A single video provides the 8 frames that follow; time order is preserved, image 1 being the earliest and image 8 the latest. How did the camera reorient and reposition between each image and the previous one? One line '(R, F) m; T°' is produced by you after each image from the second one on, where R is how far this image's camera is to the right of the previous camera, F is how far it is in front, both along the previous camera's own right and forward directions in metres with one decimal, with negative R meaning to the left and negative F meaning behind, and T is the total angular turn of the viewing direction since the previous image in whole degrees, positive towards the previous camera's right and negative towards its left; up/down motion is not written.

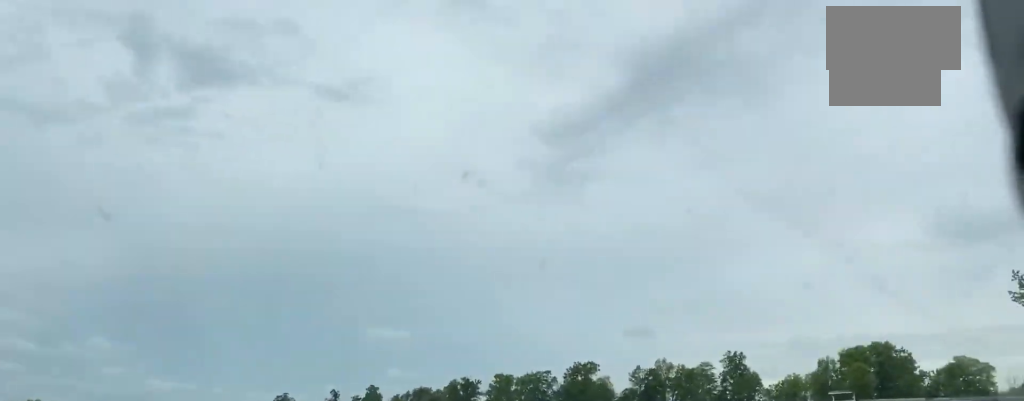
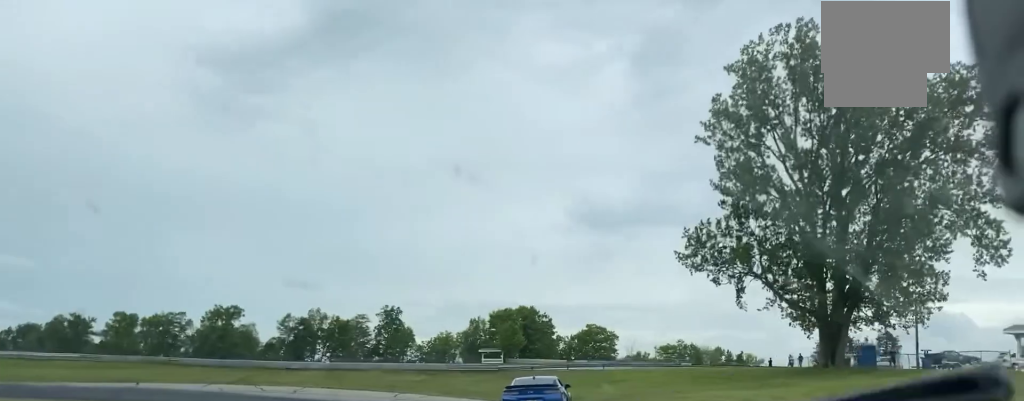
(+4.1, +17.8) m; +21°
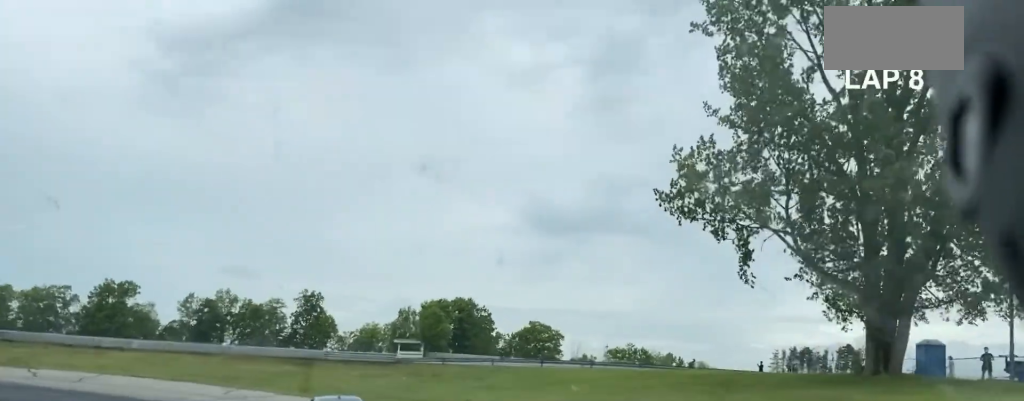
(+3.6, +24.2) m; +3°
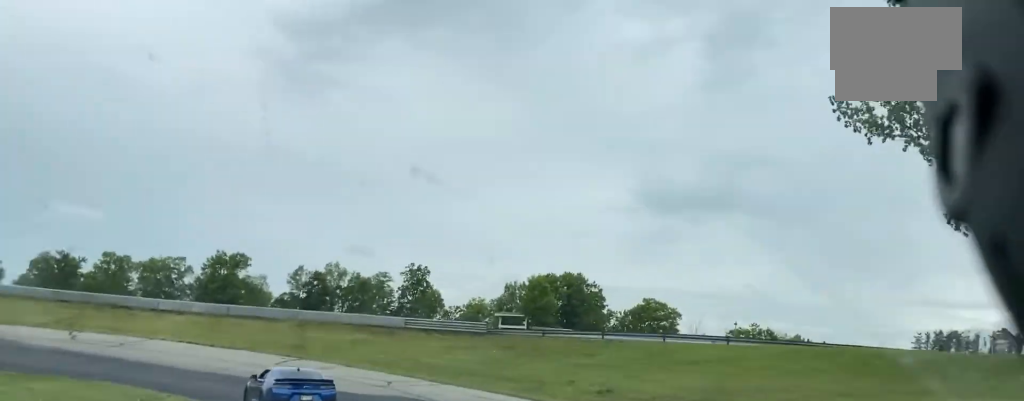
(+0.1, +11.2) m; -8°
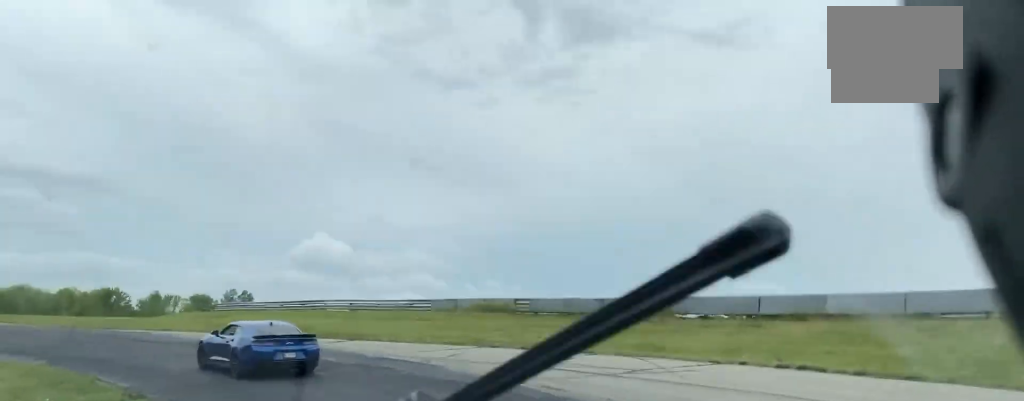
(-13.9, +32.0) m; -54°
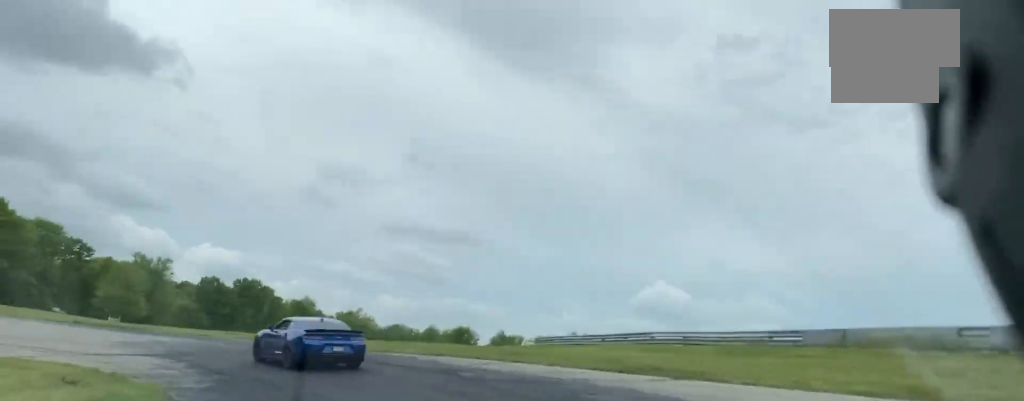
(-4.0, +13.9) m; -23°
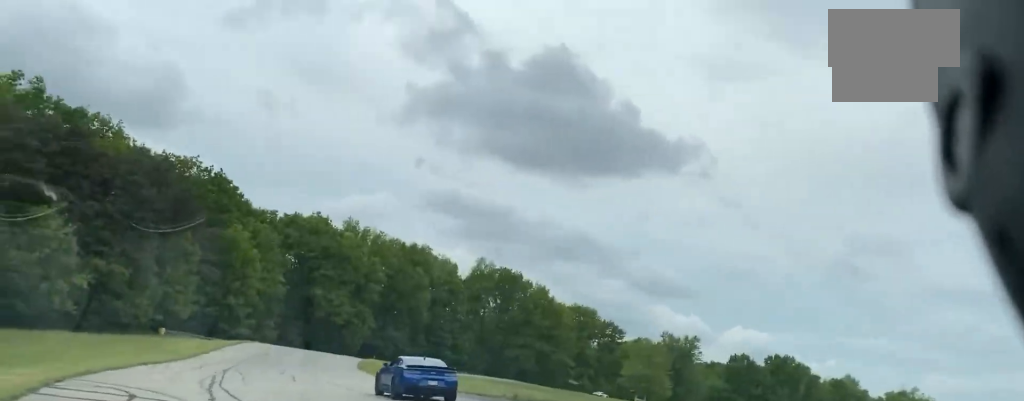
(-8.5, +24.6) m; -40°
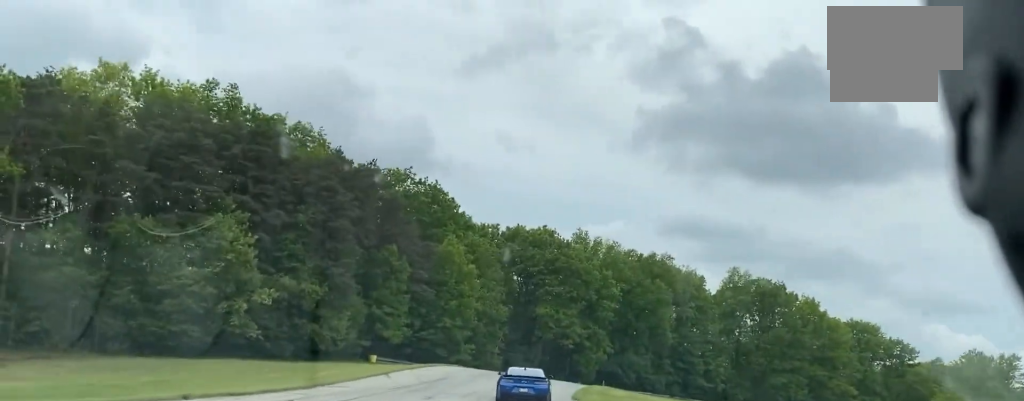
(-6.2, +22.9) m; -19°
